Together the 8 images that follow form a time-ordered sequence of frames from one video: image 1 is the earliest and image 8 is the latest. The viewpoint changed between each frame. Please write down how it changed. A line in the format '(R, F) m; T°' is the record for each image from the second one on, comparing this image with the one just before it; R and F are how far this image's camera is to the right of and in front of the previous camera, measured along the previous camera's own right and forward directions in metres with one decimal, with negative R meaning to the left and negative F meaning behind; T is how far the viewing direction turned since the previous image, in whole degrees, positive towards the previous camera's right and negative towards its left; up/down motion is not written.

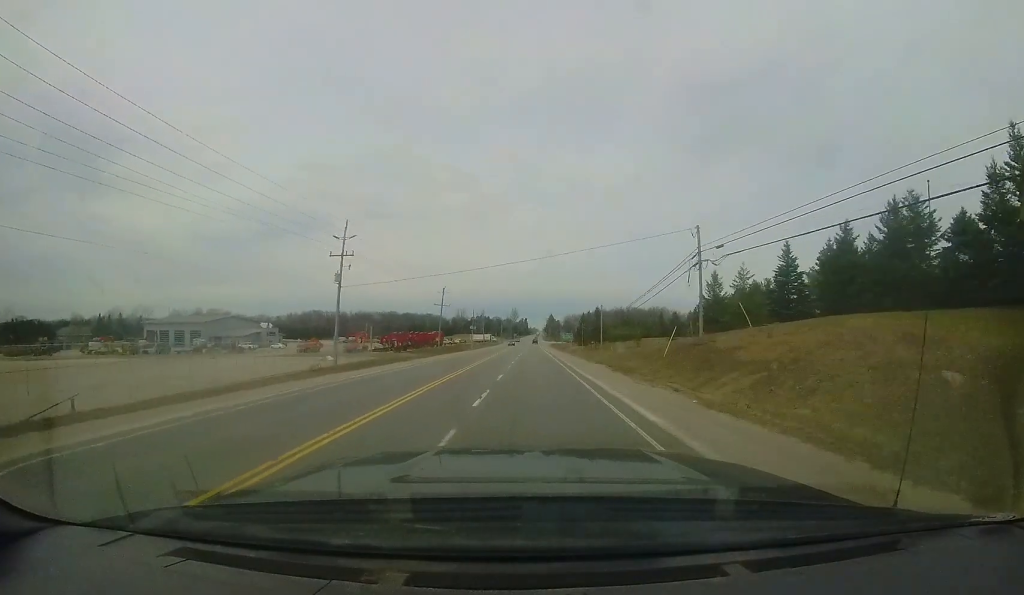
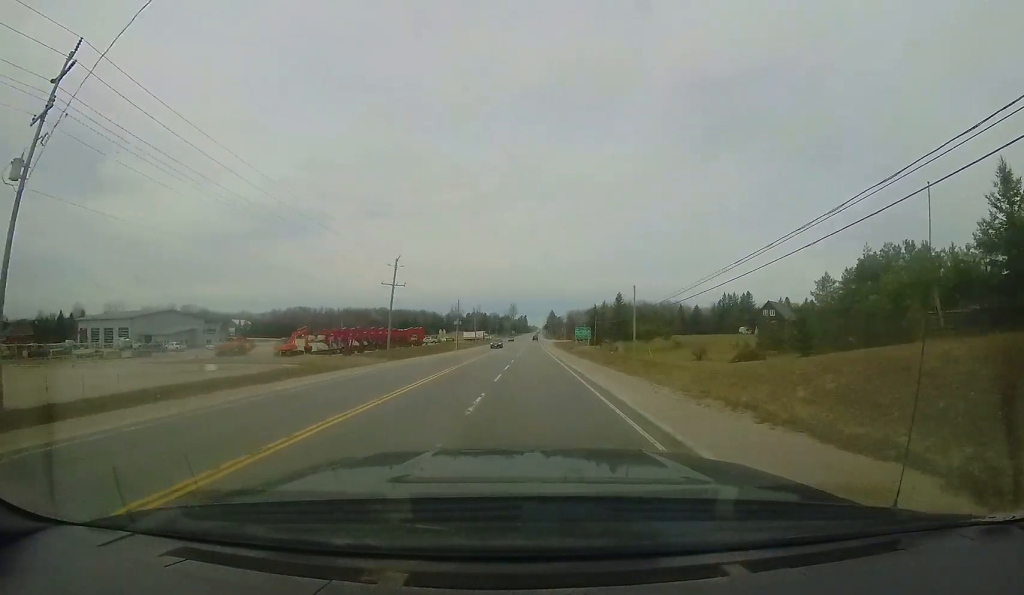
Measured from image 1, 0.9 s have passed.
(+0.1, +25.1) m; 0°
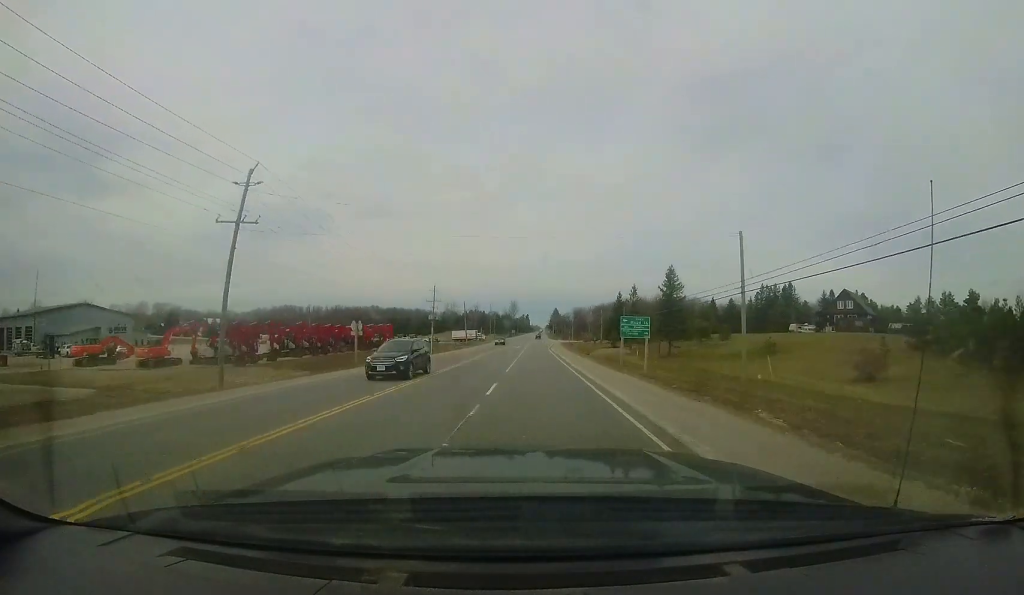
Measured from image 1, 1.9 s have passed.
(+0.1, +26.9) m; +1°
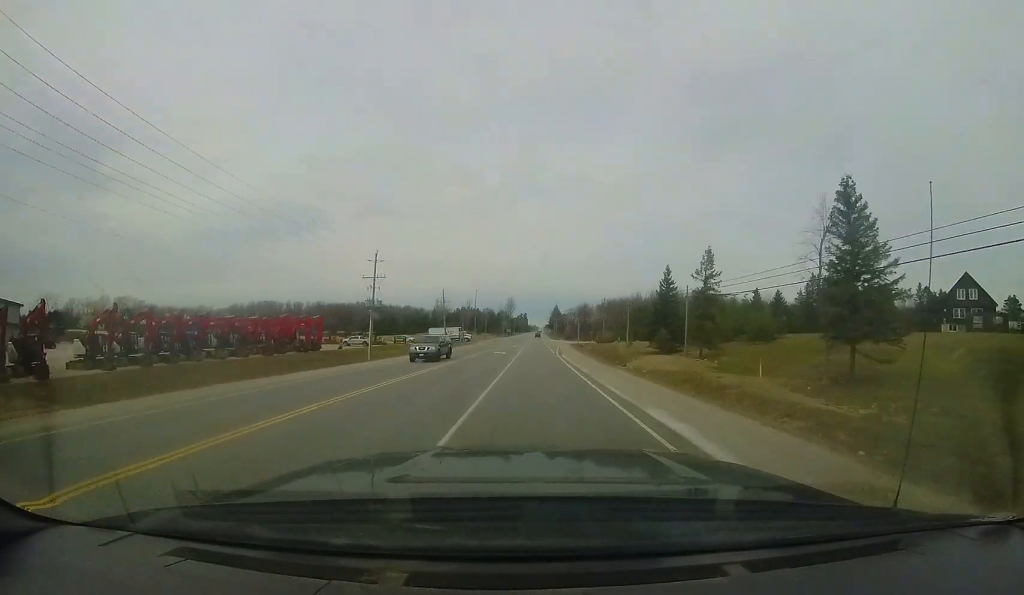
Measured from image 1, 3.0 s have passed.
(+0.2, +28.1) m; 0°
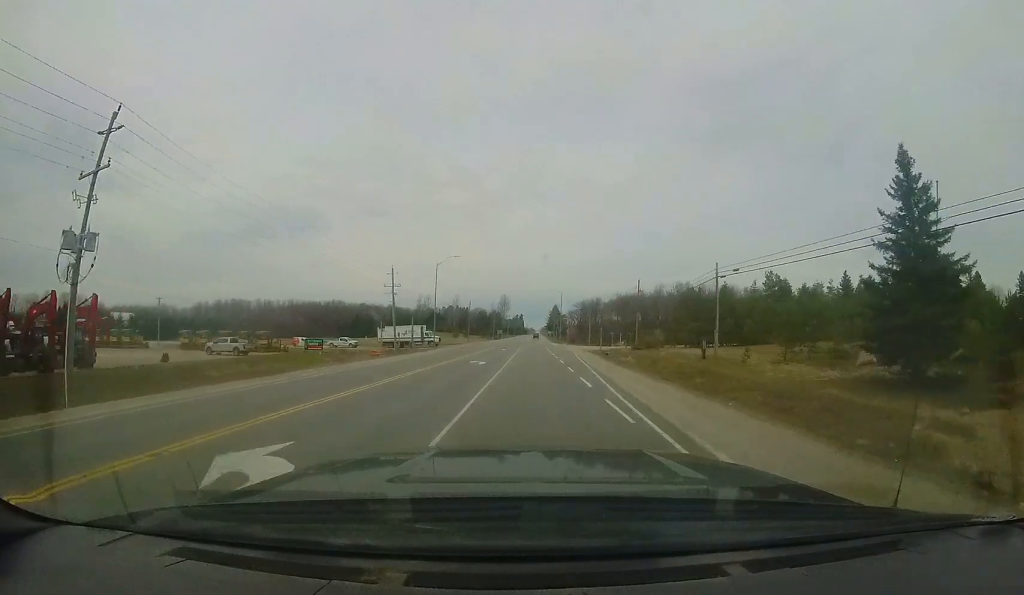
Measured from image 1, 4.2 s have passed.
(-0.3, +34.6) m; 0°
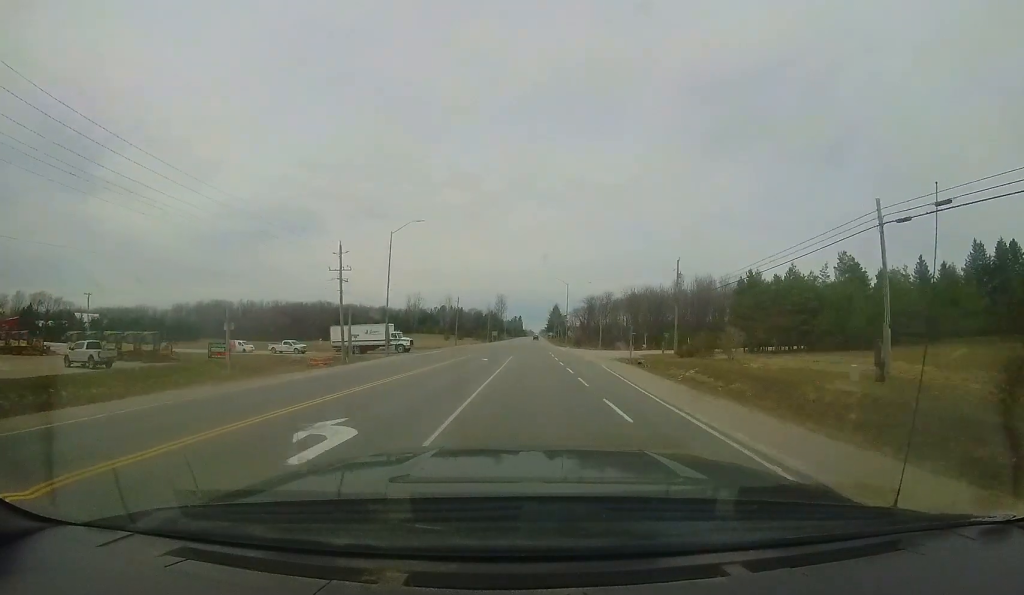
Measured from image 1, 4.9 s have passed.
(0.0, +18.3) m; 0°
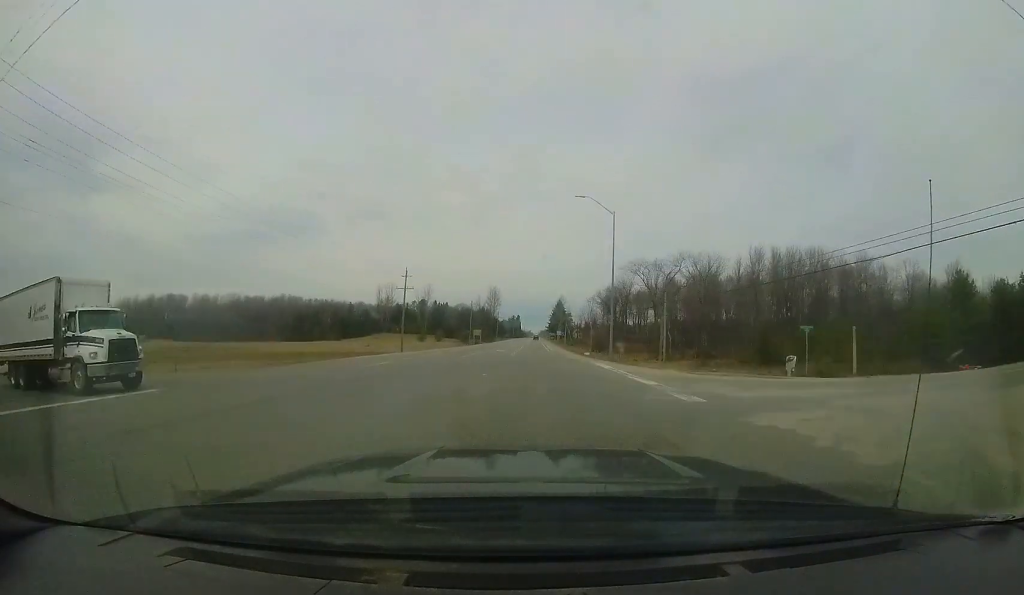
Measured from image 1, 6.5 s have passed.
(-0.1, +42.9) m; -1°
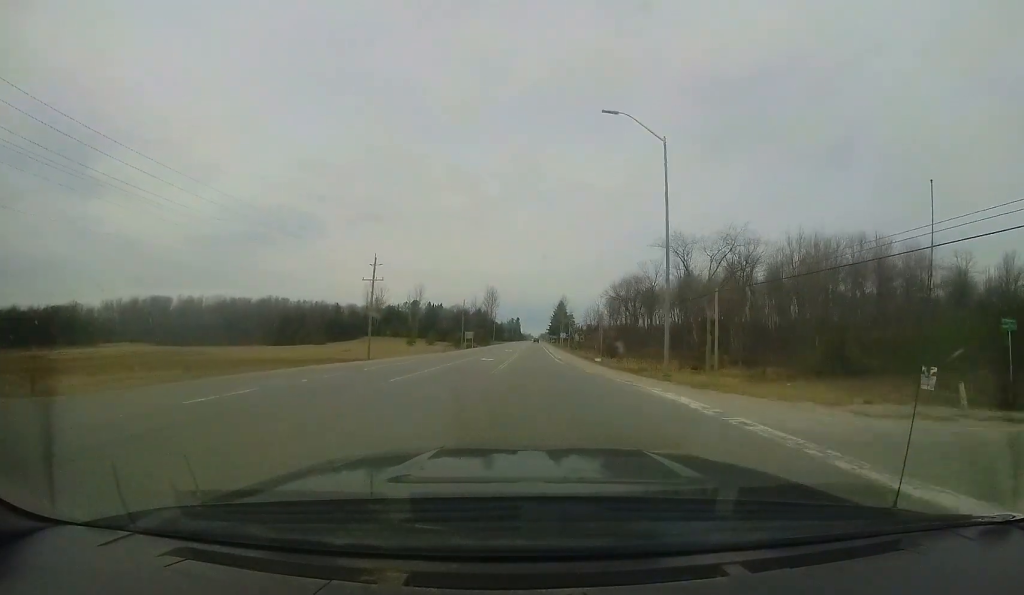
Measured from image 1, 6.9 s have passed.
(-0.1, +12.7) m; 0°
